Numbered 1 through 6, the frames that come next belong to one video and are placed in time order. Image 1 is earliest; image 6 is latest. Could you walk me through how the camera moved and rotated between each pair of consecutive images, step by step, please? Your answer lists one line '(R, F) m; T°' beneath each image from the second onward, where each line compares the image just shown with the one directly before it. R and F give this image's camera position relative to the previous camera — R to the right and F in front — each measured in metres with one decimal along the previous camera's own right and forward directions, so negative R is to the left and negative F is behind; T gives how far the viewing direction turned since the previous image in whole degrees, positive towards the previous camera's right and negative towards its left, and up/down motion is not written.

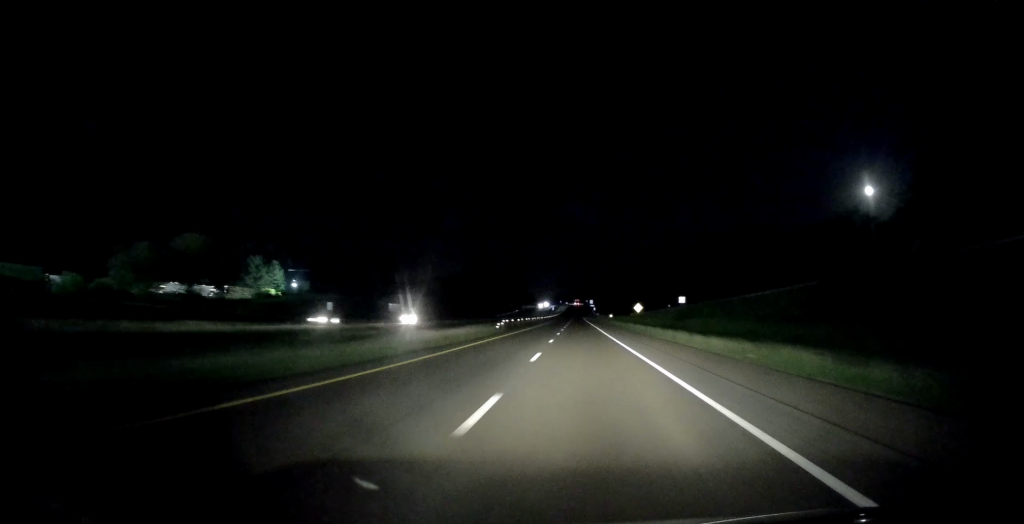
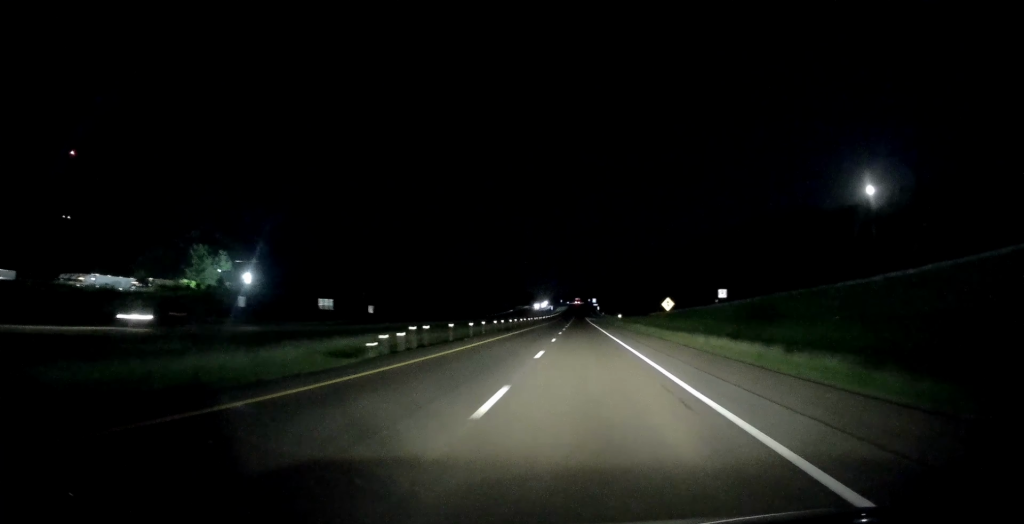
(-0.3, +35.3) m; 0°
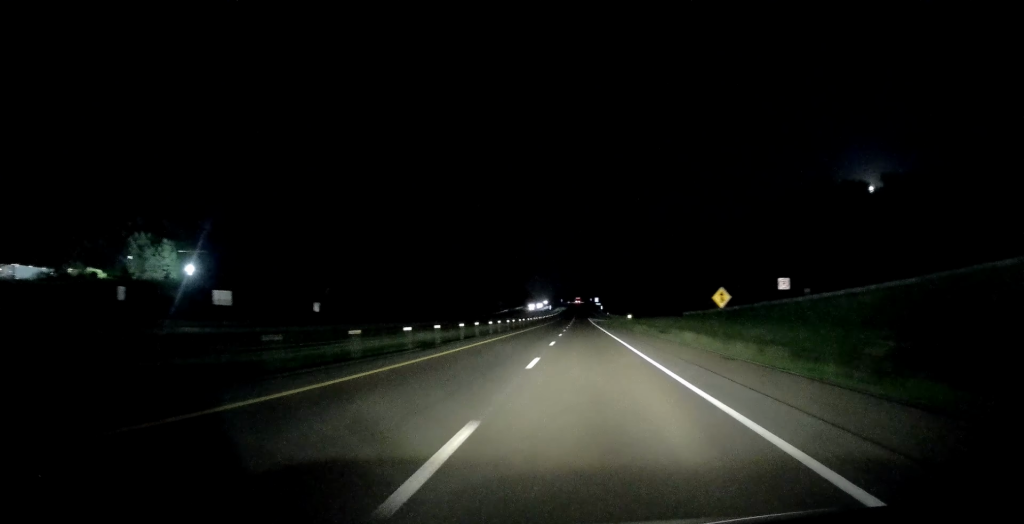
(0.0, +28.5) m; +1°
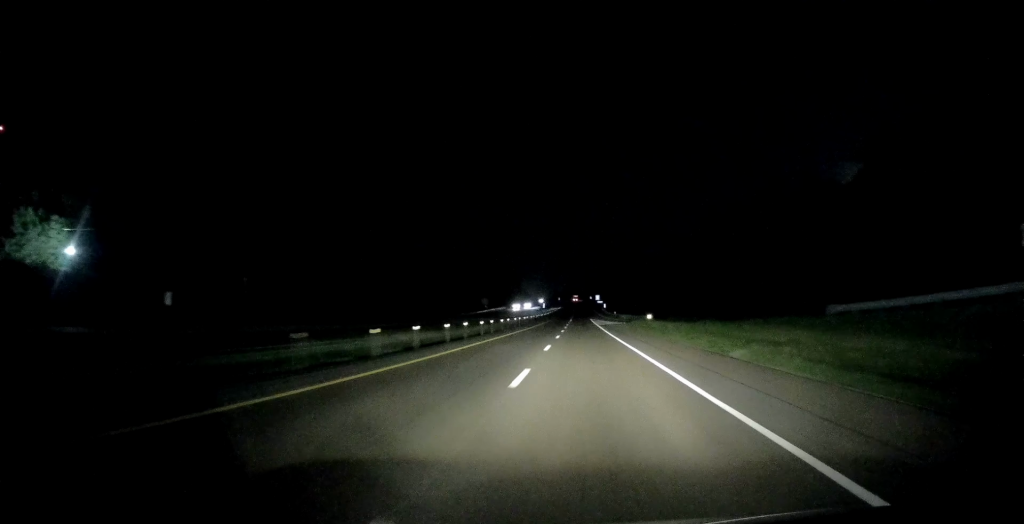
(+0.5, +41.0) m; 0°
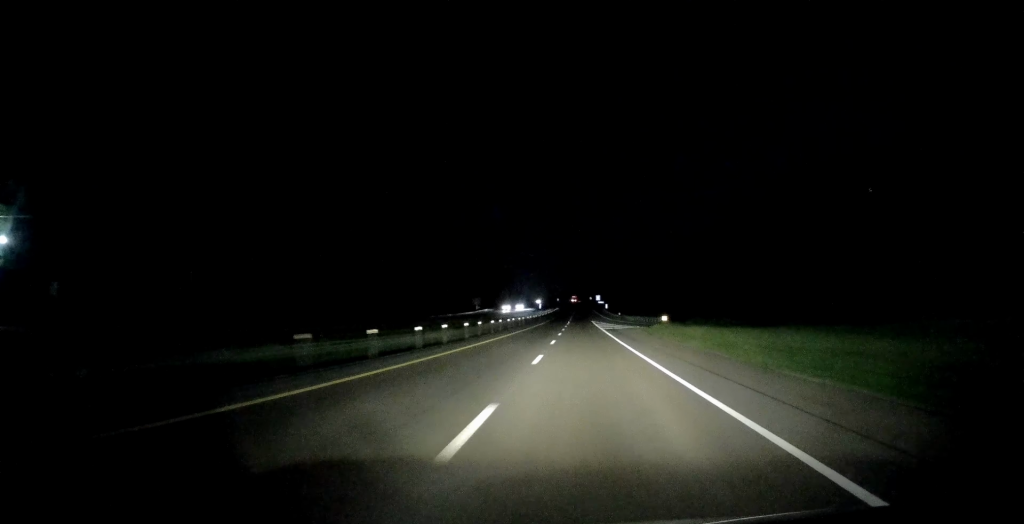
(0.0, +18.2) m; -1°
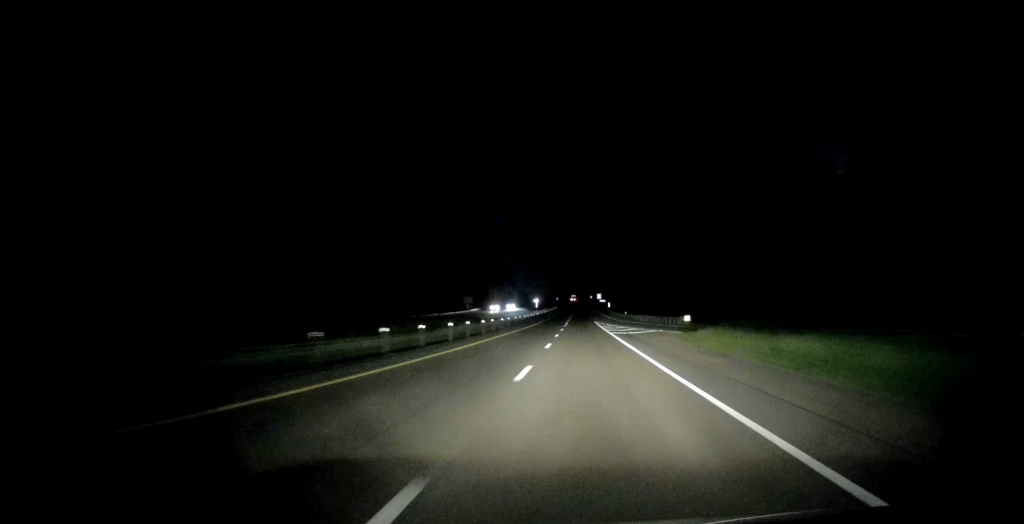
(-0.3, +17.0) m; 0°
